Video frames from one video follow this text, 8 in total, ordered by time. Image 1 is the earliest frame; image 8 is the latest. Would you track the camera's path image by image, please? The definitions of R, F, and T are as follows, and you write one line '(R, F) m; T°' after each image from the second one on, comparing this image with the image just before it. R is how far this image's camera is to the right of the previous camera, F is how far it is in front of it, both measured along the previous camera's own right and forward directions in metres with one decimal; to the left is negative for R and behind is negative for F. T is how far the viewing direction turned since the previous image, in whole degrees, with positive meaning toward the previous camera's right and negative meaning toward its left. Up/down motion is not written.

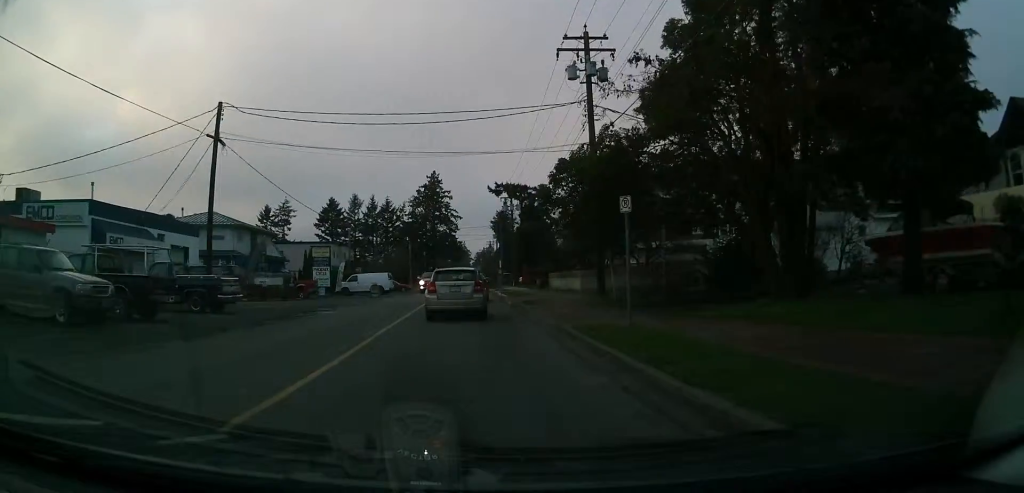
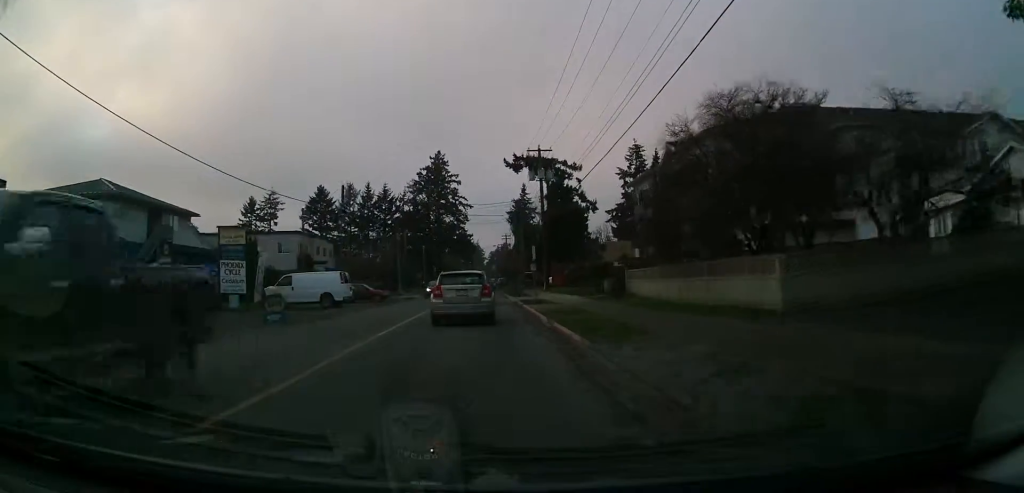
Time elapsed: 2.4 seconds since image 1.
(+2.2, +25.2) m; +4°
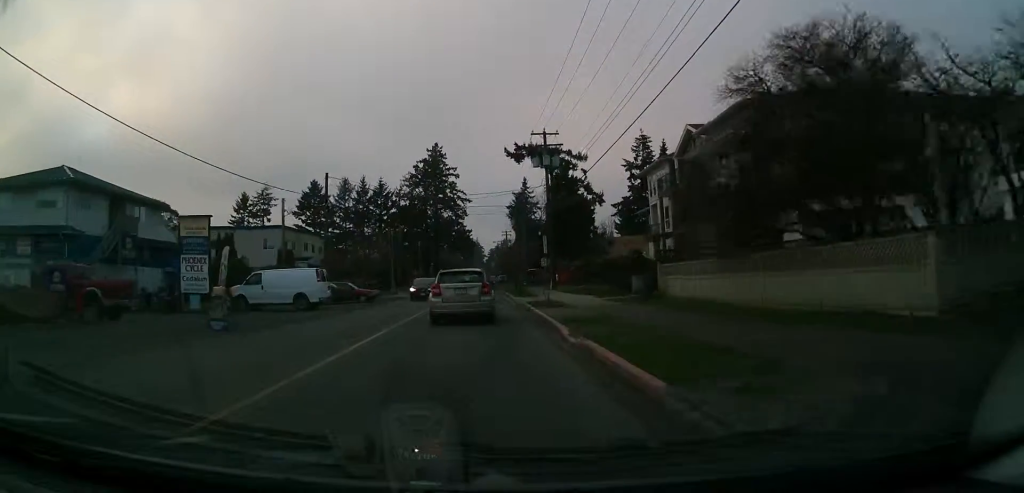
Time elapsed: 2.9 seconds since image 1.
(-0.3, +5.3) m; +1°
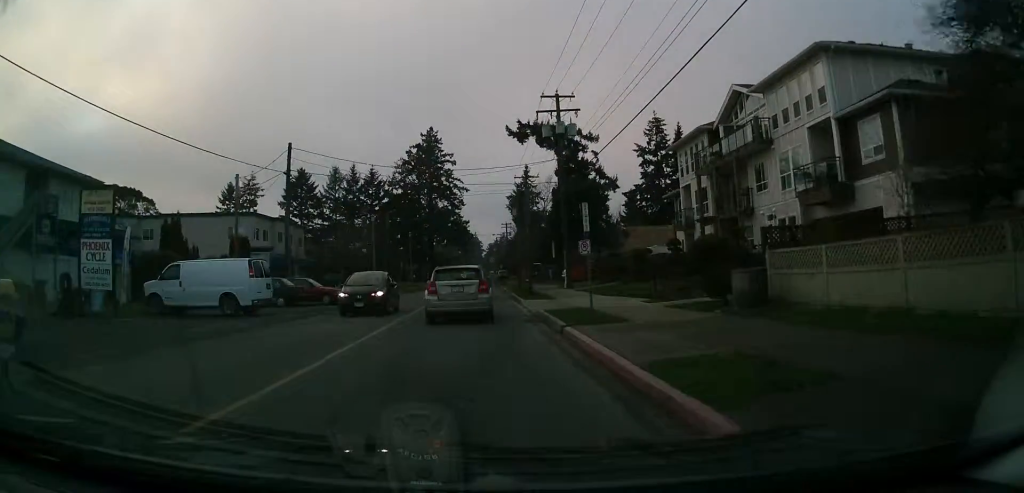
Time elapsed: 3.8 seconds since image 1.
(+0.6, +9.3) m; +3°
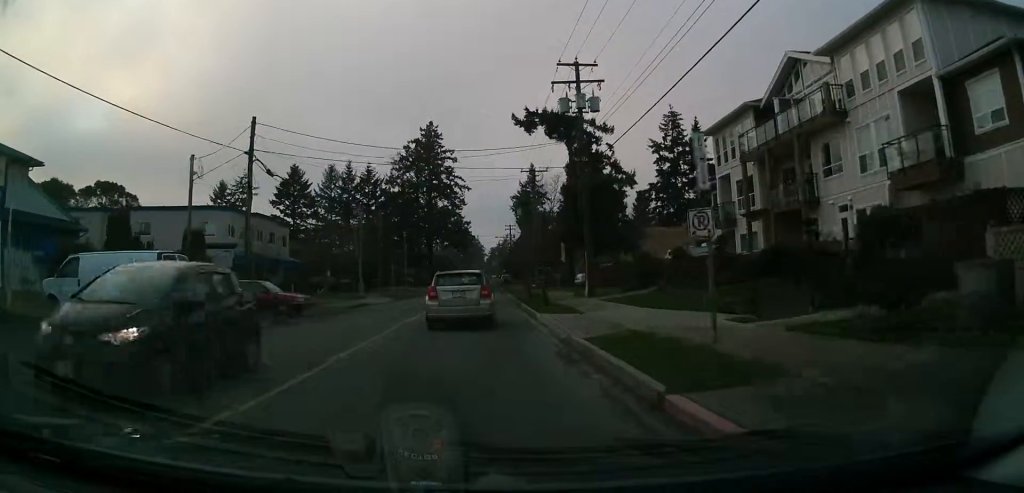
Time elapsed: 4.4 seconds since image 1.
(0.0, +7.0) m; -2°
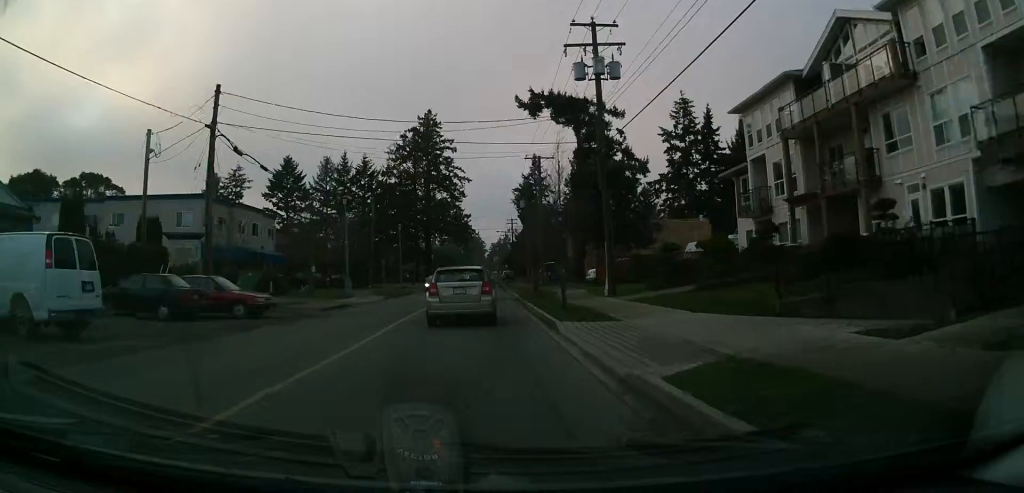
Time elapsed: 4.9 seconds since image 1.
(+0.1, +4.9) m; -2°
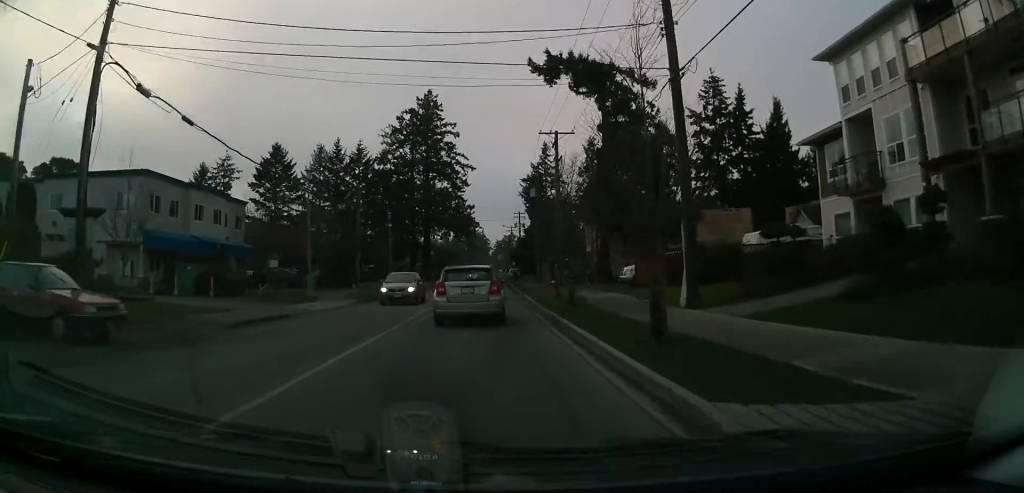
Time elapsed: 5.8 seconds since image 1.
(-0.6, +9.6) m; -4°
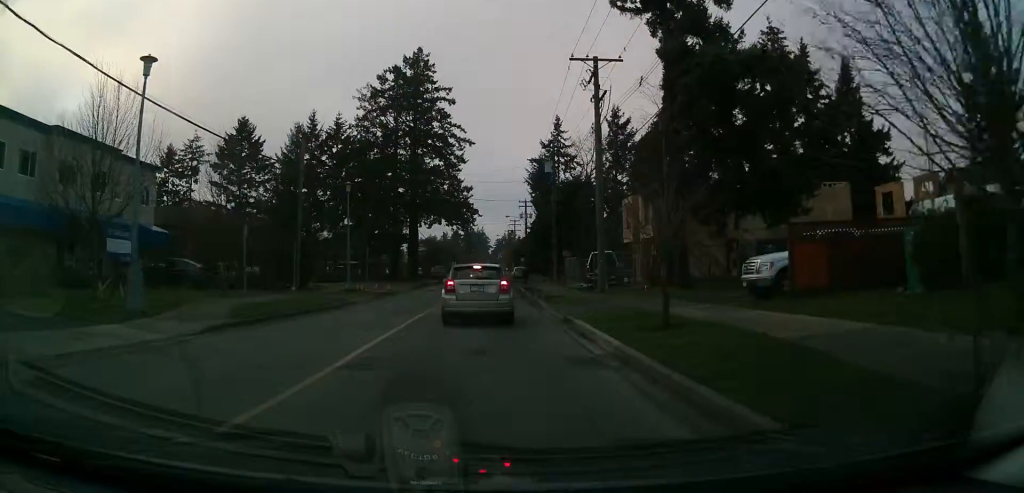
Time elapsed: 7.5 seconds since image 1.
(+0.1, +16.5) m; +2°
